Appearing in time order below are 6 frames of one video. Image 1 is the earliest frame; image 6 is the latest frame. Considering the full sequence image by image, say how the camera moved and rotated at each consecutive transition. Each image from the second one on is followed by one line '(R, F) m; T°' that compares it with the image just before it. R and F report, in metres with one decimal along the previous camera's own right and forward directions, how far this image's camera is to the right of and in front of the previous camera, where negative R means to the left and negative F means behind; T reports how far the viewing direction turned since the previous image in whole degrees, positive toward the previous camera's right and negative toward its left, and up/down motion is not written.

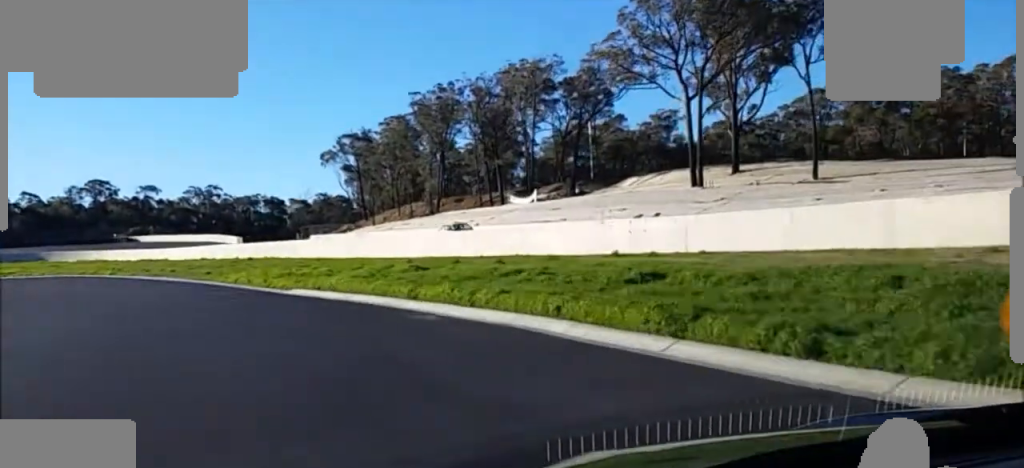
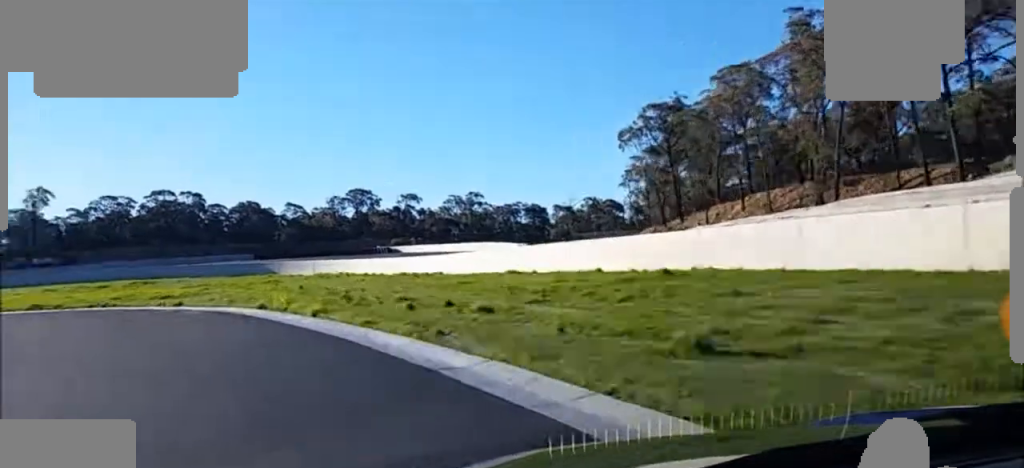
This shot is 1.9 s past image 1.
(-1.0, +33.4) m; -12°
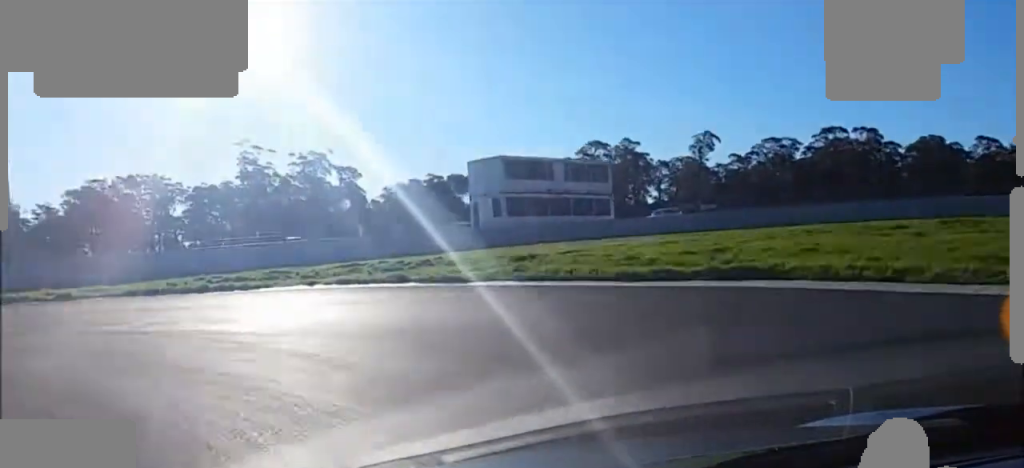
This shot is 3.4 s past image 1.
(-3.7, +27.4) m; -37°
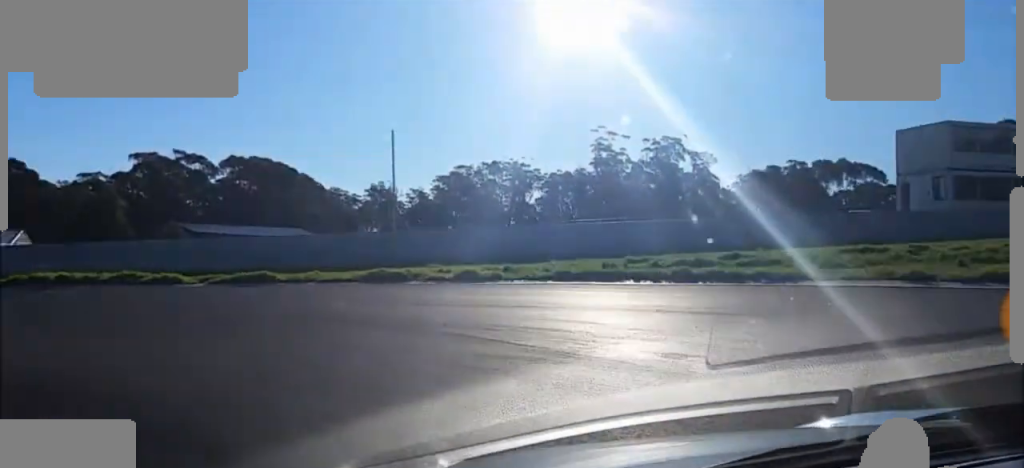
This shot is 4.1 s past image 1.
(-5.2, +10.9) m; -32°
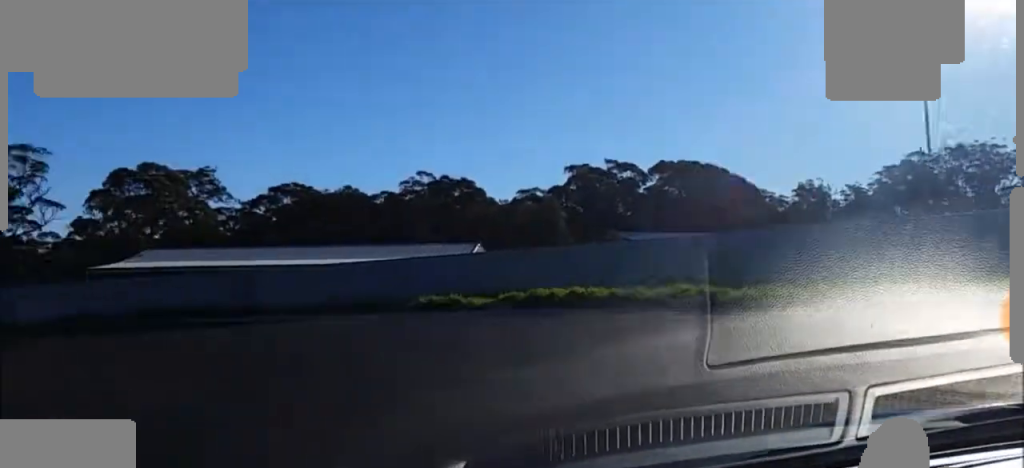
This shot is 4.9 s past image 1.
(-4.0, +12.9) m; -27°
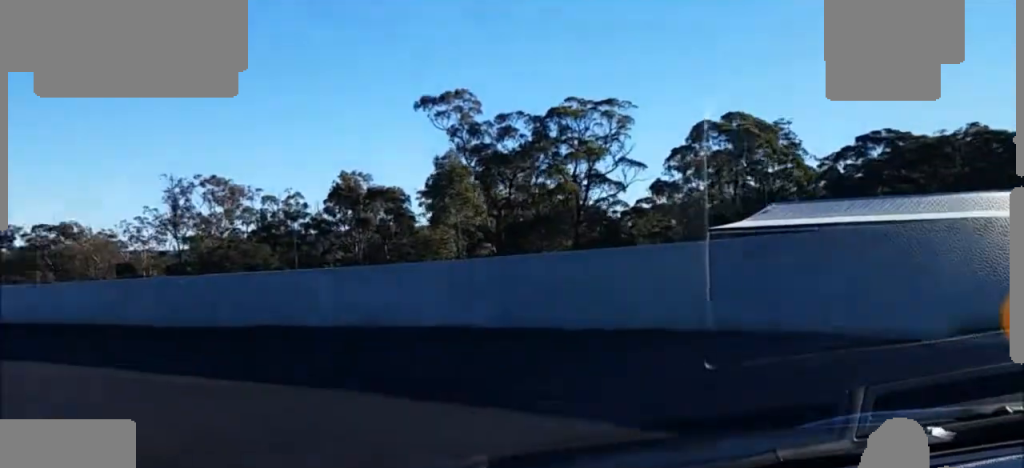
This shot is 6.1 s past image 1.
(-5.8, +19.3) m; -34°
